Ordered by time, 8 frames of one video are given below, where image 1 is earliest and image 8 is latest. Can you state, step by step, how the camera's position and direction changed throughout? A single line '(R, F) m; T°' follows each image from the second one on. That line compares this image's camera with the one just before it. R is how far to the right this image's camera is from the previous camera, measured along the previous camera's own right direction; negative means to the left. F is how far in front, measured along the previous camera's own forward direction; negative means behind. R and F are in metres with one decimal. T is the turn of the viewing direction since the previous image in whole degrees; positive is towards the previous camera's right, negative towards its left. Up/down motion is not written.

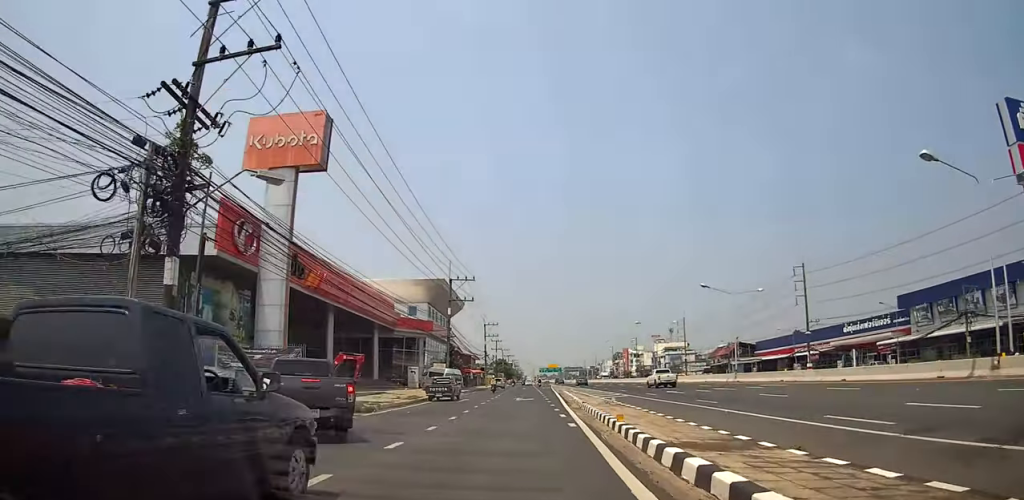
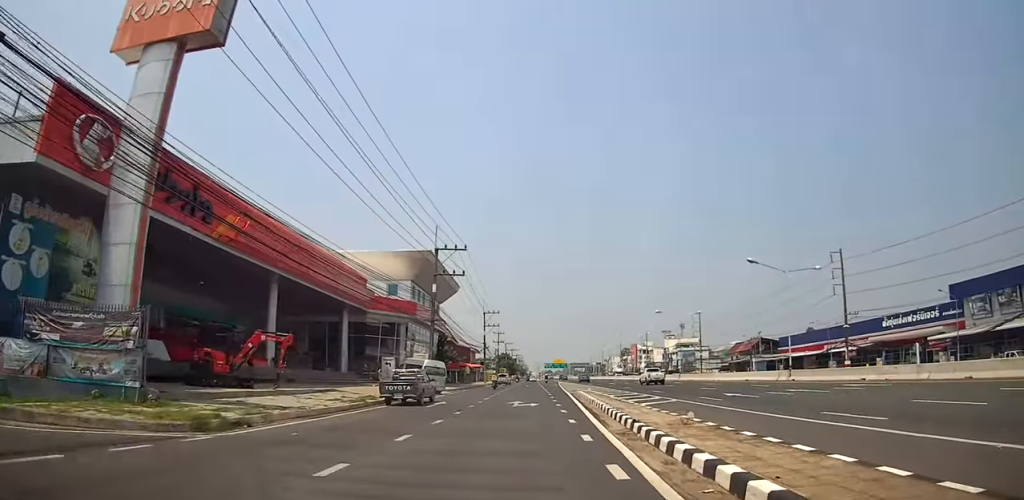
(+0.3, +12.0) m; +1°
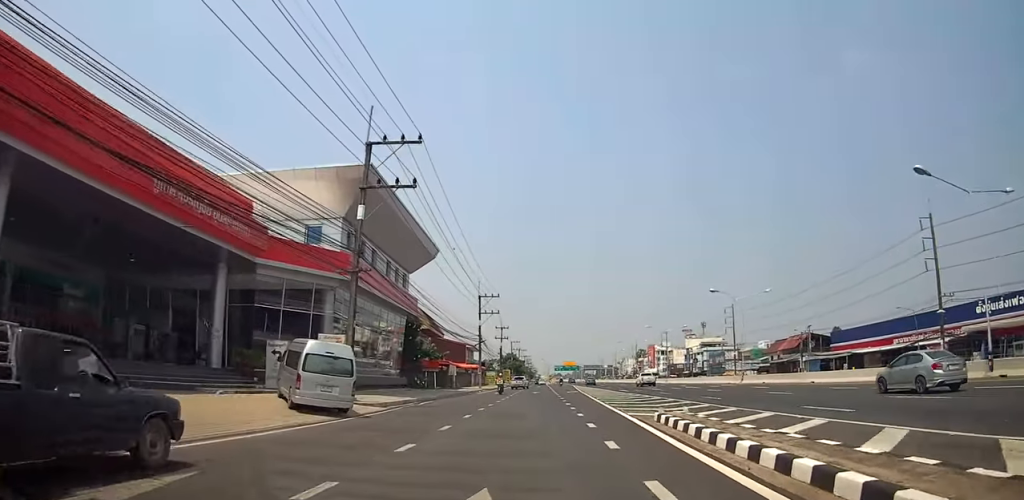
(-0.7, +22.1) m; -2°
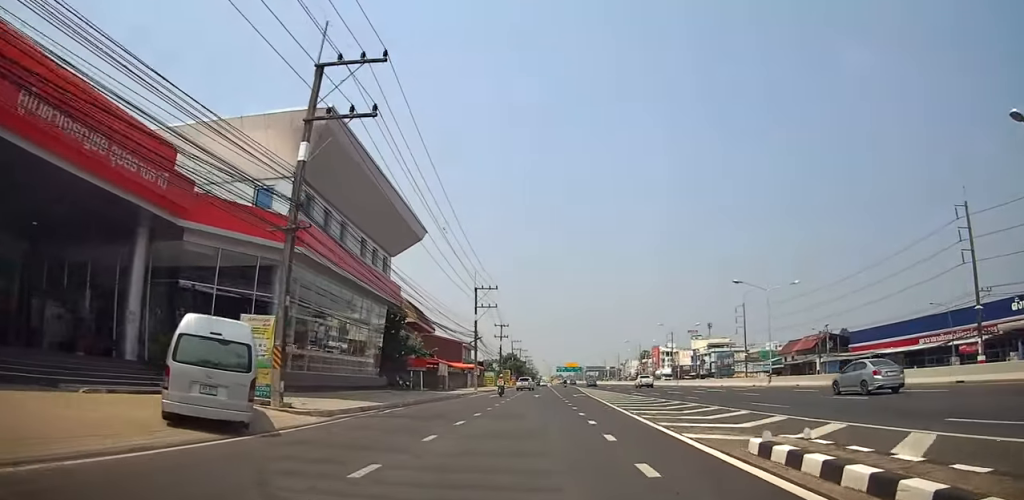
(0.0, +6.8) m; 0°
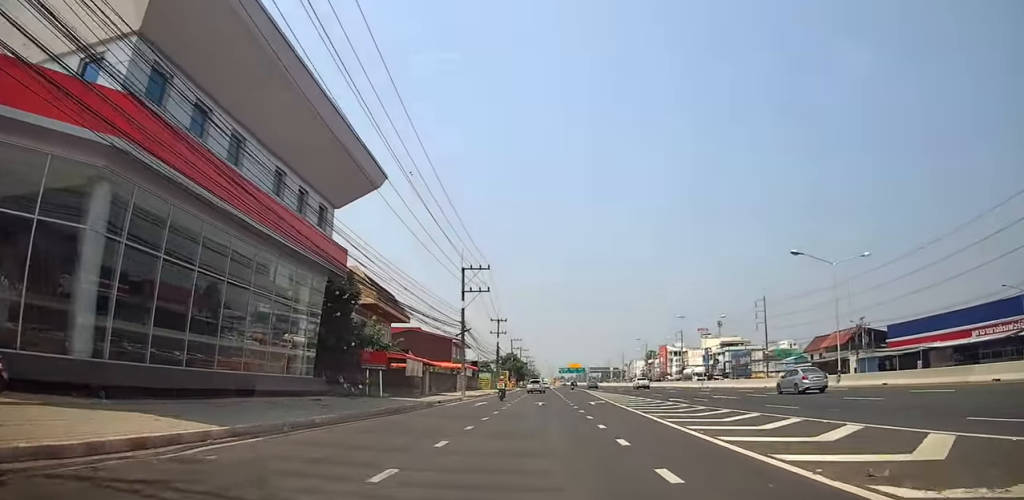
(+0.5, +12.4) m; -1°
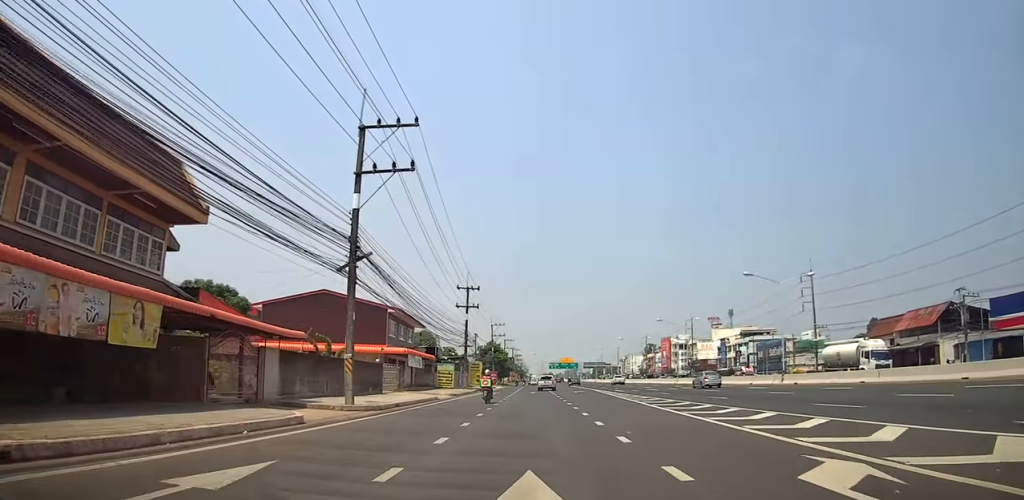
(-1.4, +28.7) m; +1°
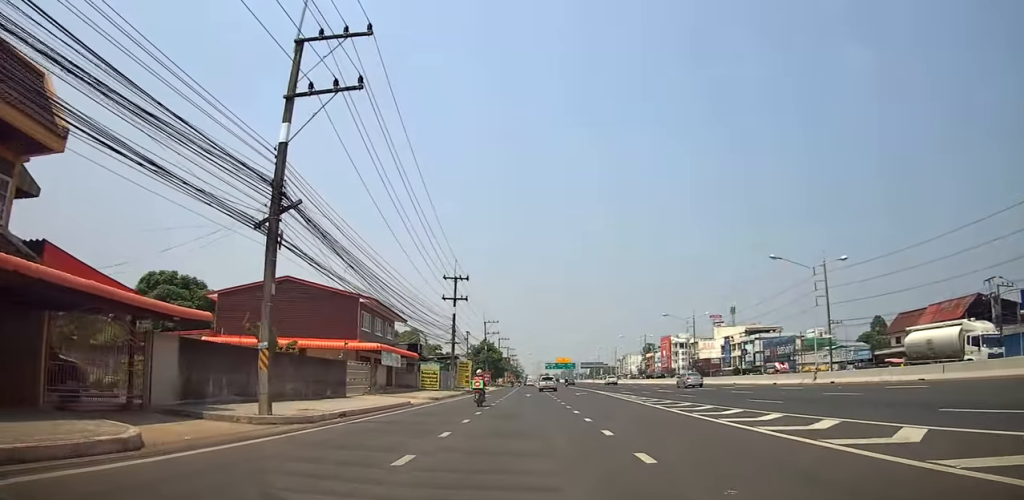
(+0.4, +6.7) m; 0°
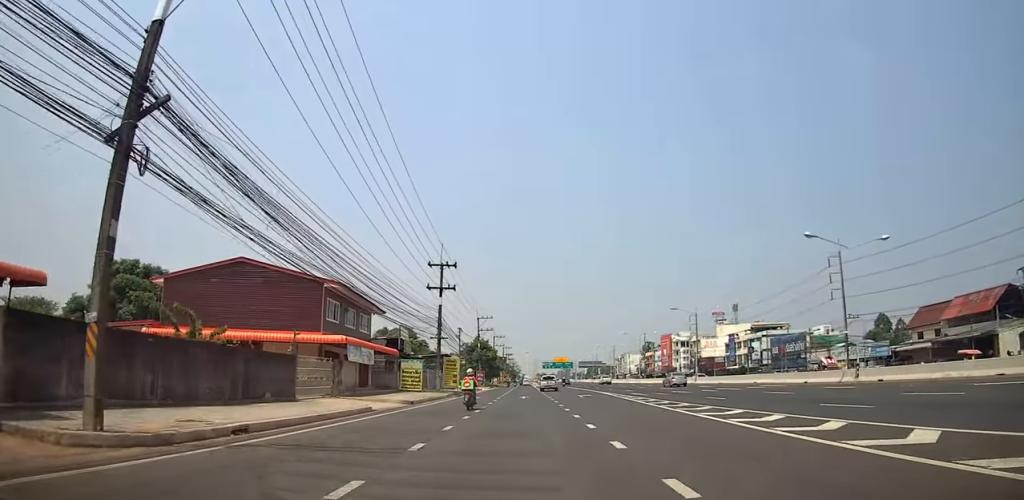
(+0.3, +6.5) m; 0°
